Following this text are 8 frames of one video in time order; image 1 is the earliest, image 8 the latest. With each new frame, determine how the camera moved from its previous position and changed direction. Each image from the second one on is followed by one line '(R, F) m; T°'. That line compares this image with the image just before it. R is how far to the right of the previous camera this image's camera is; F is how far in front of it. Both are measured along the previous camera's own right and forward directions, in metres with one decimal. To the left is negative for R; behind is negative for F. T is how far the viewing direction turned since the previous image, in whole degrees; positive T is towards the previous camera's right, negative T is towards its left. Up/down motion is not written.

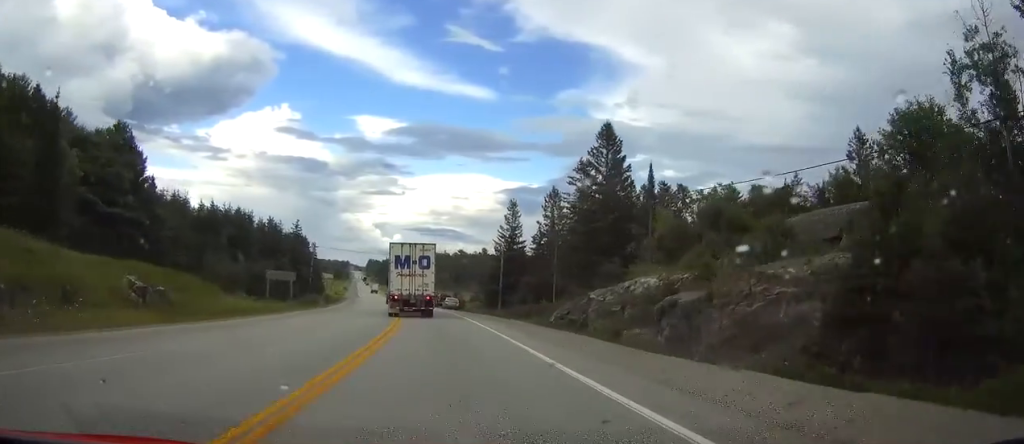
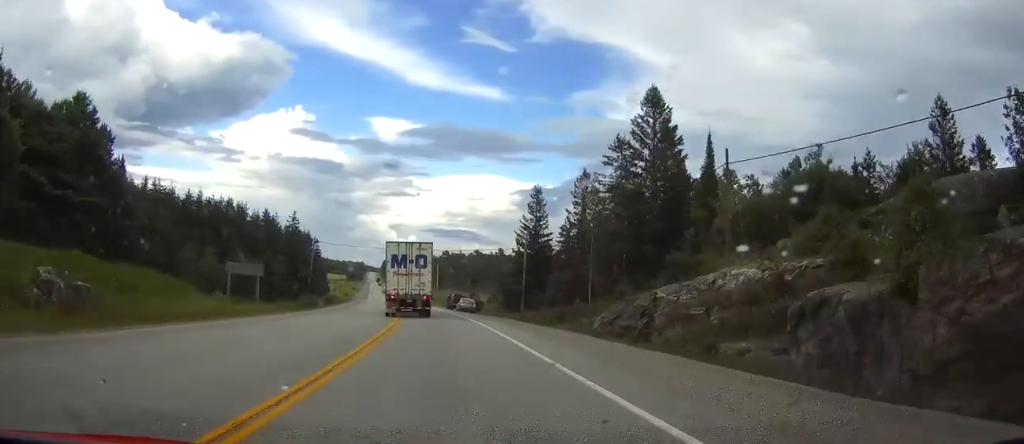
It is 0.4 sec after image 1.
(0.0, +11.4) m; 0°
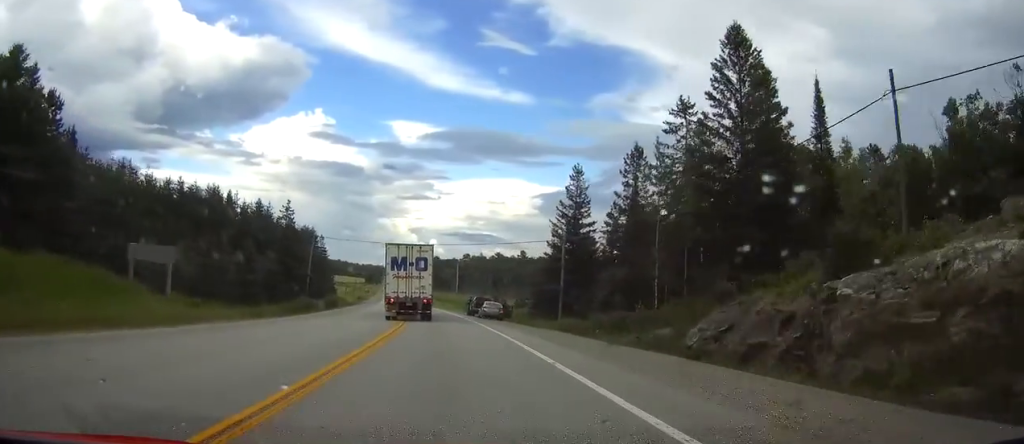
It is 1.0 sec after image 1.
(0.0, +14.0) m; 0°
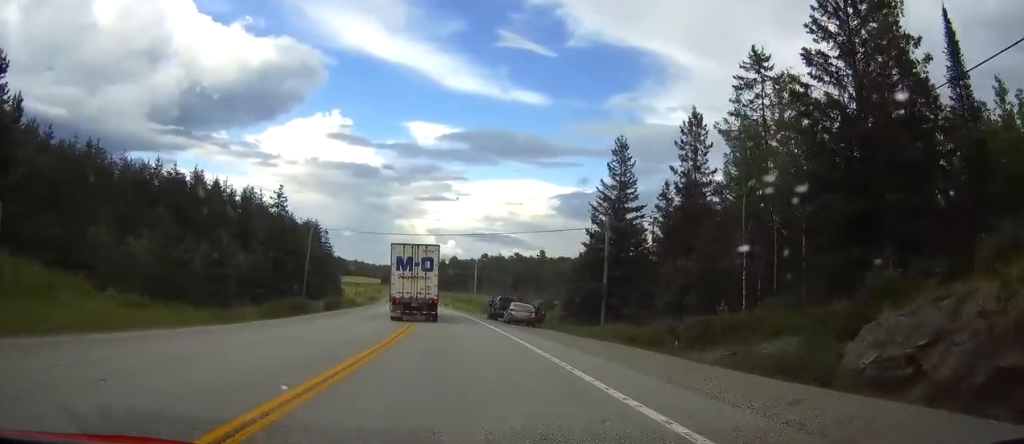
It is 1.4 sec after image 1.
(0.0, +11.4) m; 0°
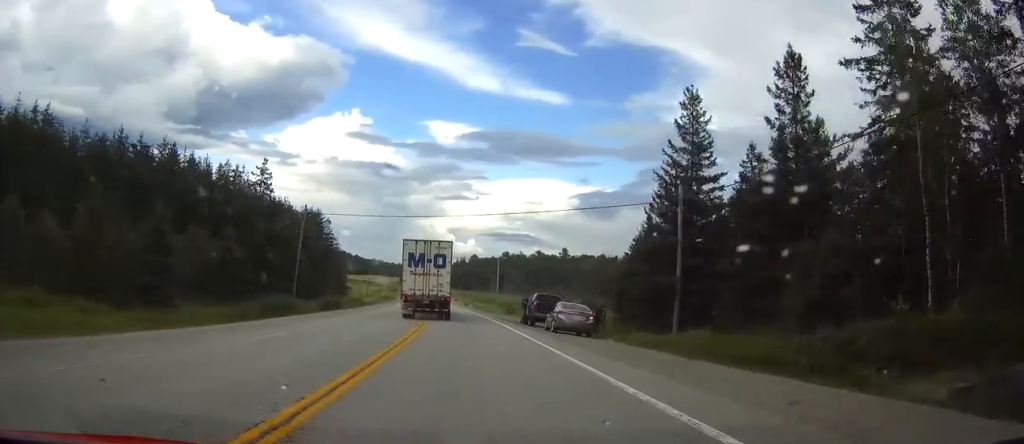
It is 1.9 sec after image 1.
(0.0, +13.1) m; 0°
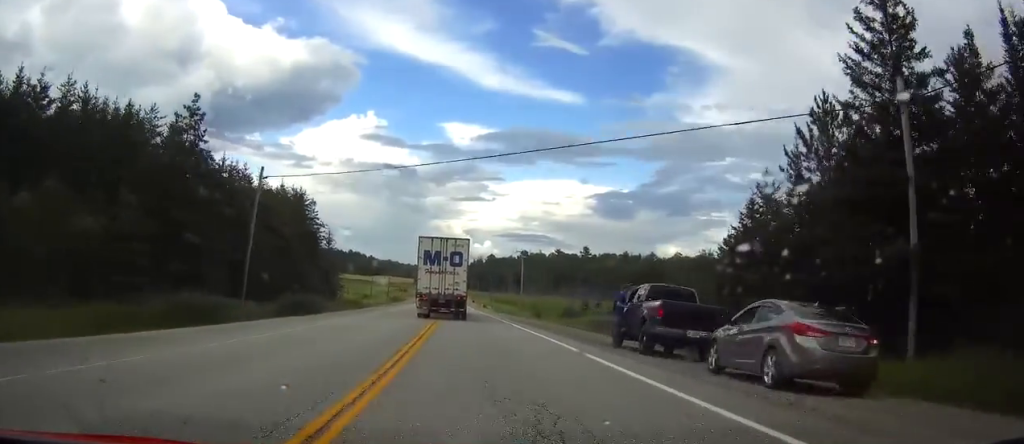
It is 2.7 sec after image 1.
(0.0, +20.2) m; 0°
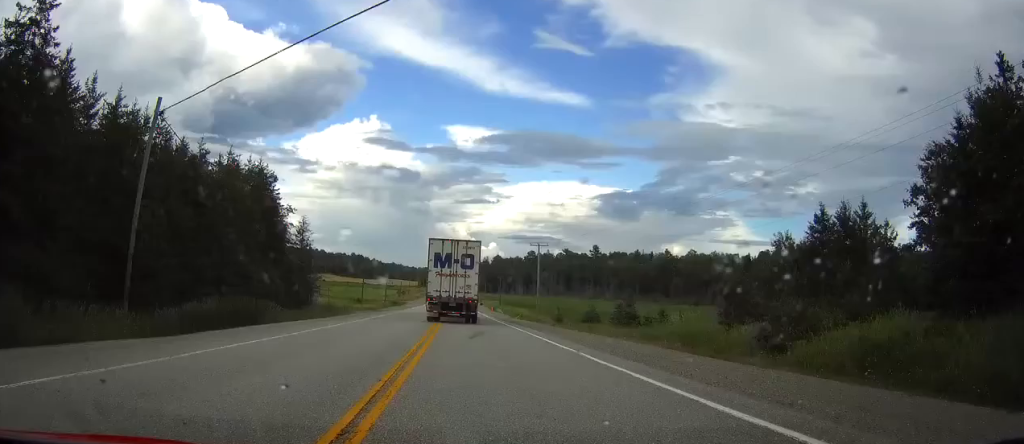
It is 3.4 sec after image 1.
(0.0, +18.4) m; 0°
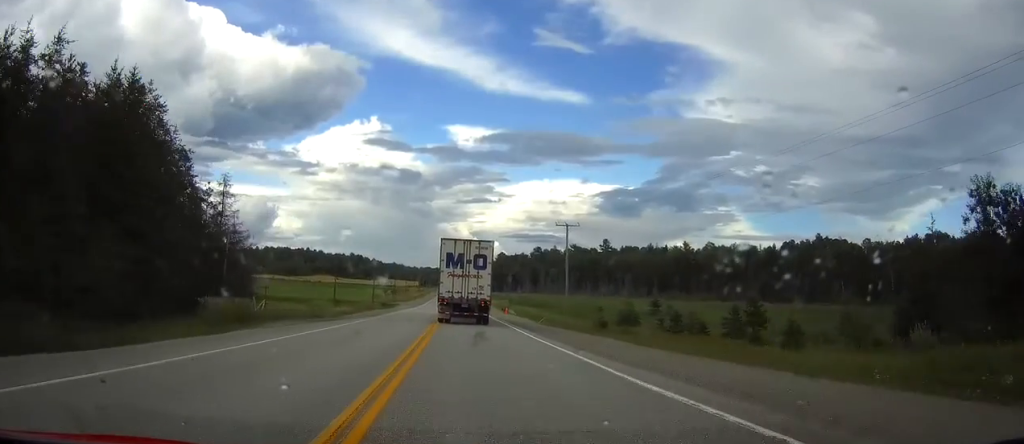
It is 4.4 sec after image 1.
(0.0, +27.2) m; 0°
